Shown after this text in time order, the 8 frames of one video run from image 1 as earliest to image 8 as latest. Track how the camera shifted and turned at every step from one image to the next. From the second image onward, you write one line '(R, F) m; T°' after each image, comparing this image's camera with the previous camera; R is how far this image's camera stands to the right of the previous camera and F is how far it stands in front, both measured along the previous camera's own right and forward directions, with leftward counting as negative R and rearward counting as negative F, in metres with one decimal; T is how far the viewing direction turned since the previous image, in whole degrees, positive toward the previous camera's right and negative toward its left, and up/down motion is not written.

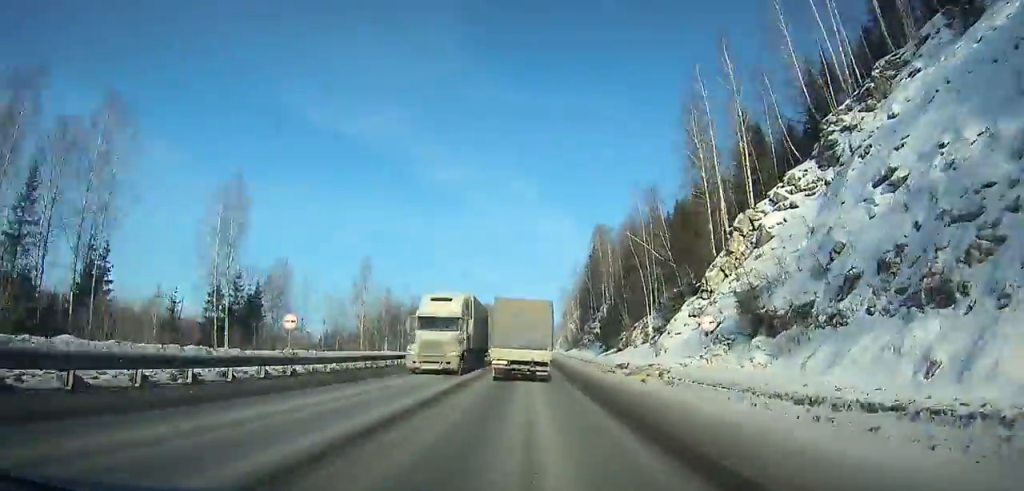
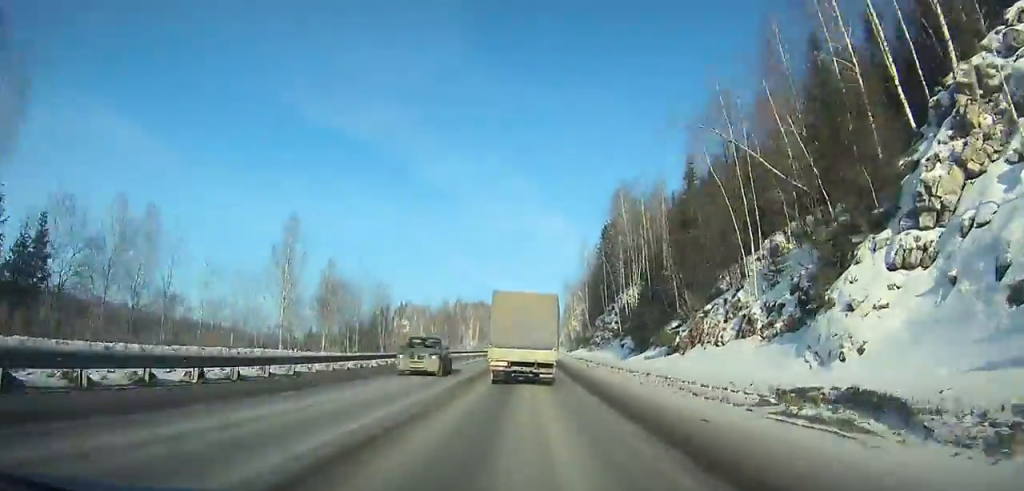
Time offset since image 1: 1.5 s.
(0.0, +21.2) m; 0°
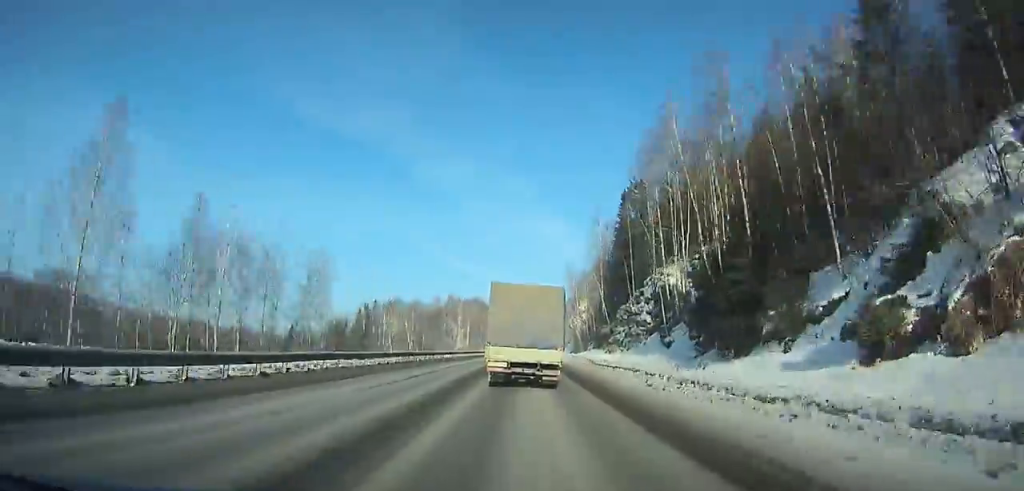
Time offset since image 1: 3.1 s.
(-0.1, +22.3) m; 0°
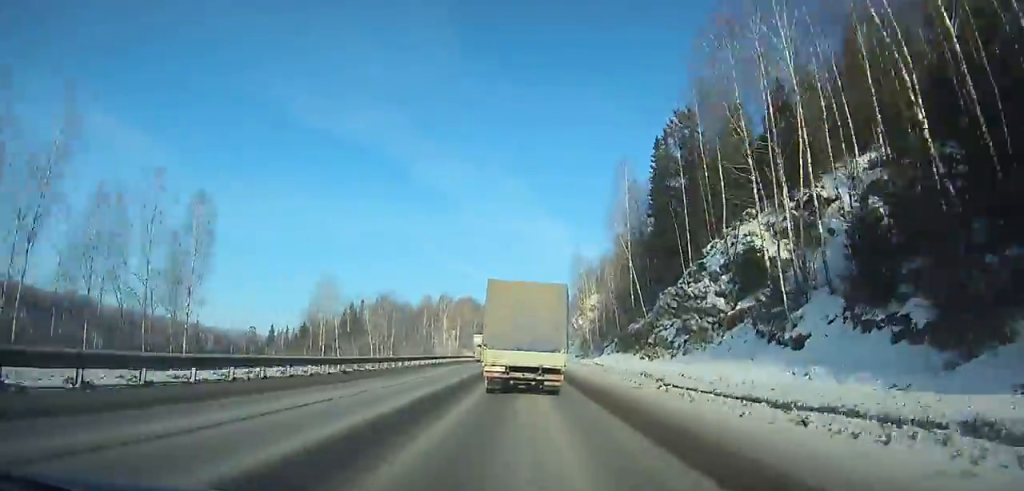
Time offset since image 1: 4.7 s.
(+0.3, +21.1) m; +1°
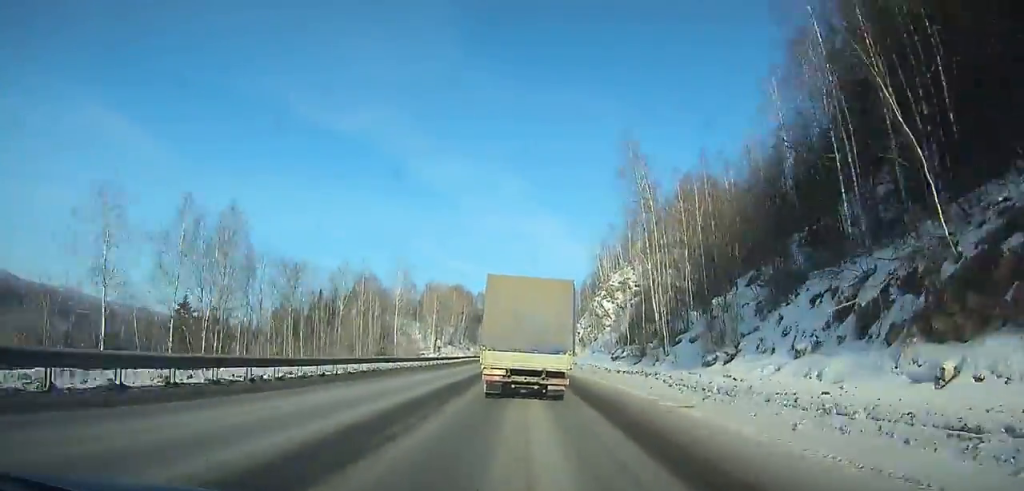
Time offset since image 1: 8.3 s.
(+0.7, +46.4) m; +1°
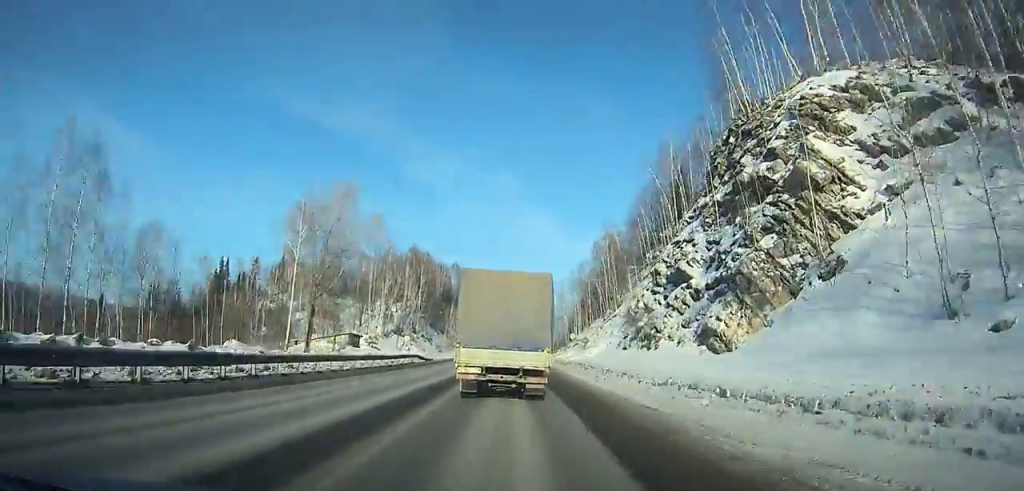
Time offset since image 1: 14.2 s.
(+0.1, +74.7) m; 0°
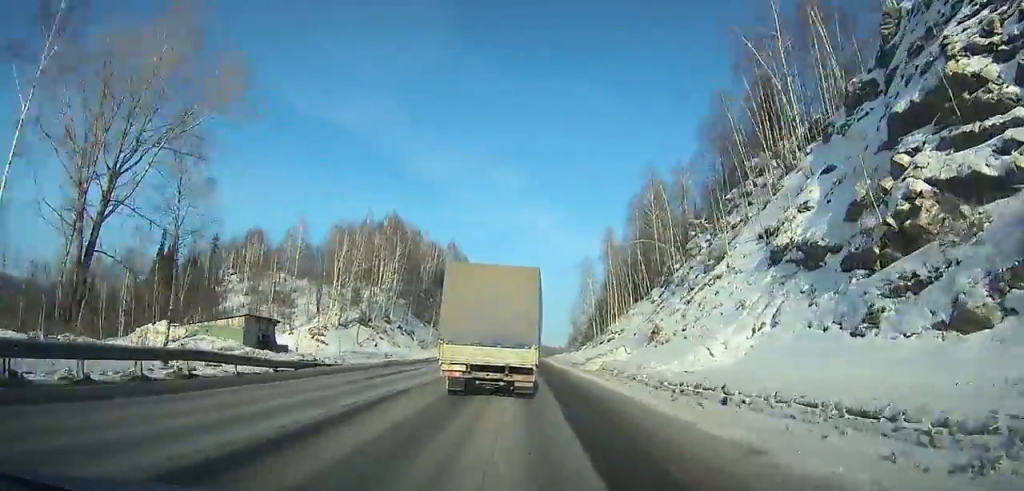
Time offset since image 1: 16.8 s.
(-0.2, +32.8) m; 0°
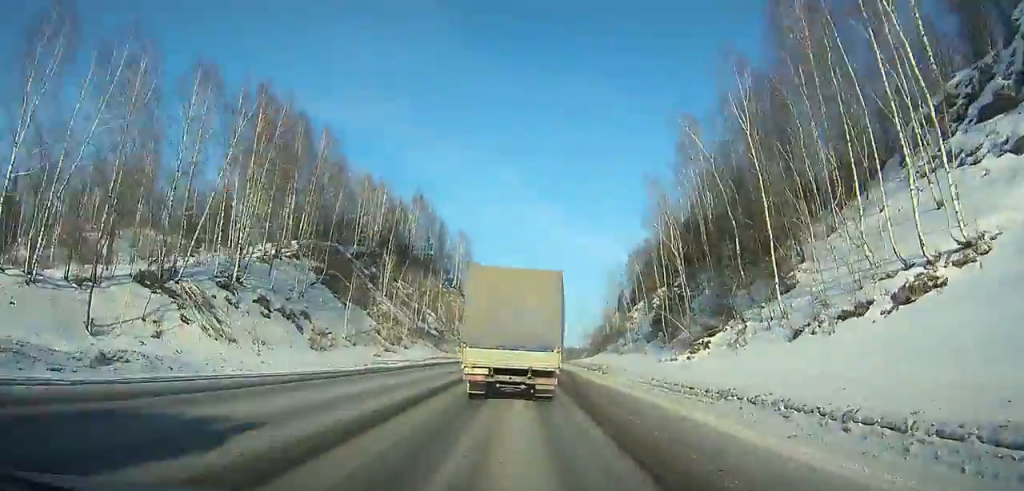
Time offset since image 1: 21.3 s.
(0.0, +56.7) m; 0°
